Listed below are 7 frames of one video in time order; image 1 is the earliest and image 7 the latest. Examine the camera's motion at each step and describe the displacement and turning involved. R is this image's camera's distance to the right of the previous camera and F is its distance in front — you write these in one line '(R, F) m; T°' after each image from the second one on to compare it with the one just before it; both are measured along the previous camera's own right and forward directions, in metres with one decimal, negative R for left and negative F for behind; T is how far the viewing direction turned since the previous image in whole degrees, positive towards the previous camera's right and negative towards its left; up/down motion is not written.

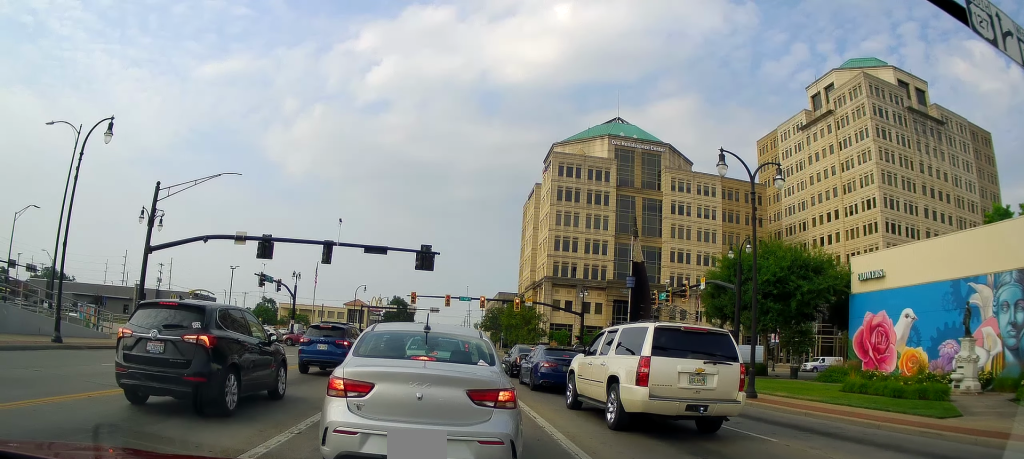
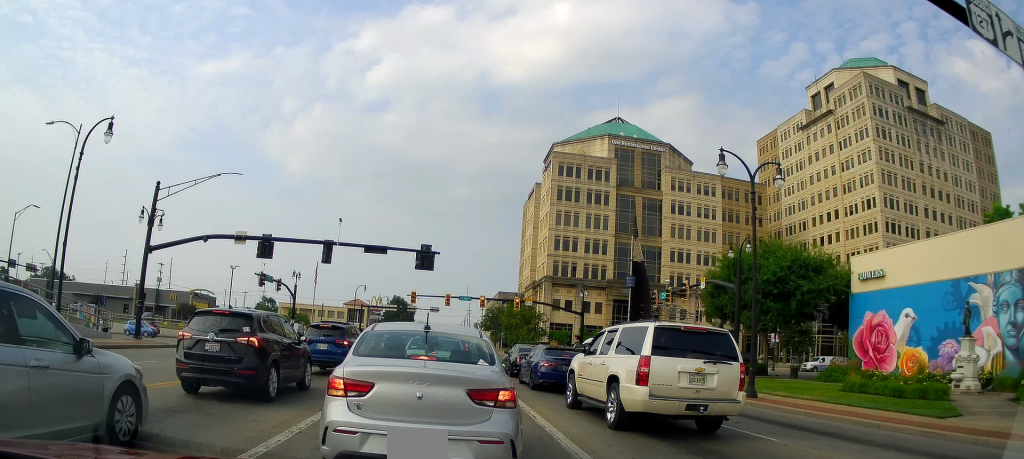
(0.0, 0.0) m; 0°
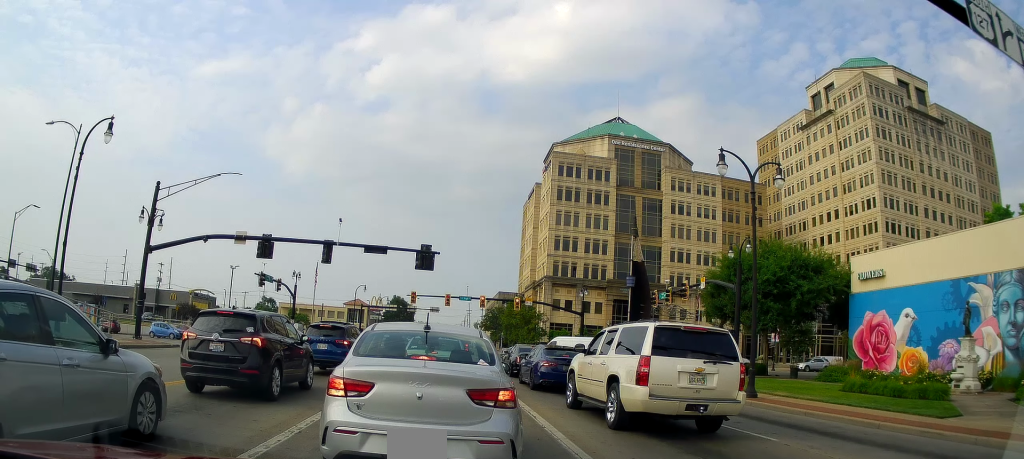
(0.0, 0.0) m; 0°
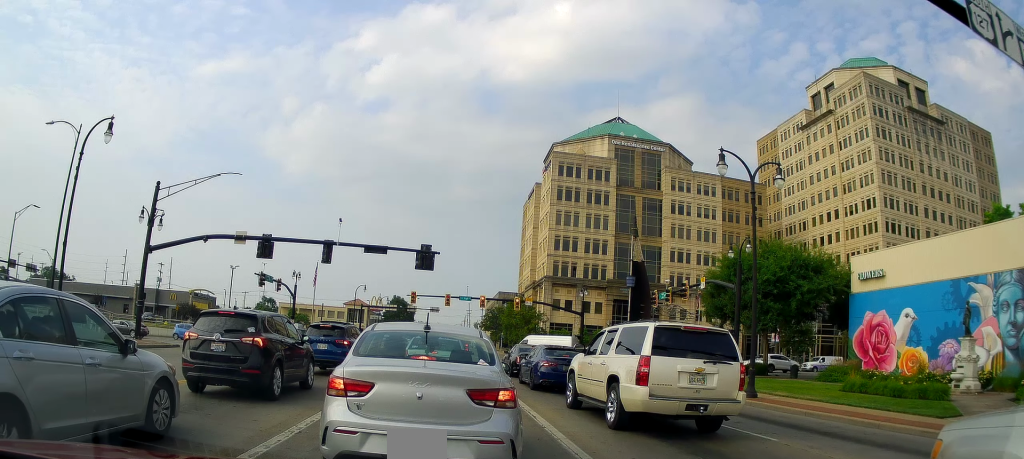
(0.0, 0.0) m; 0°
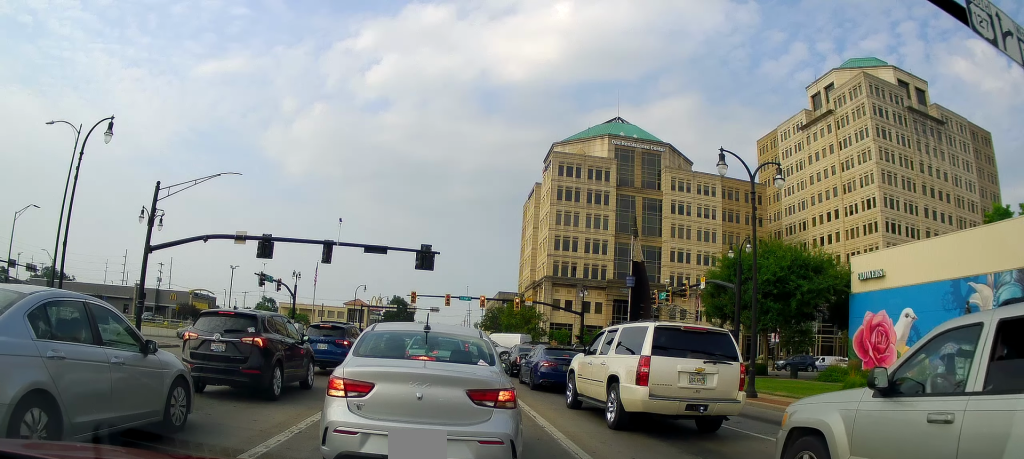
(0.0, 0.0) m; 0°
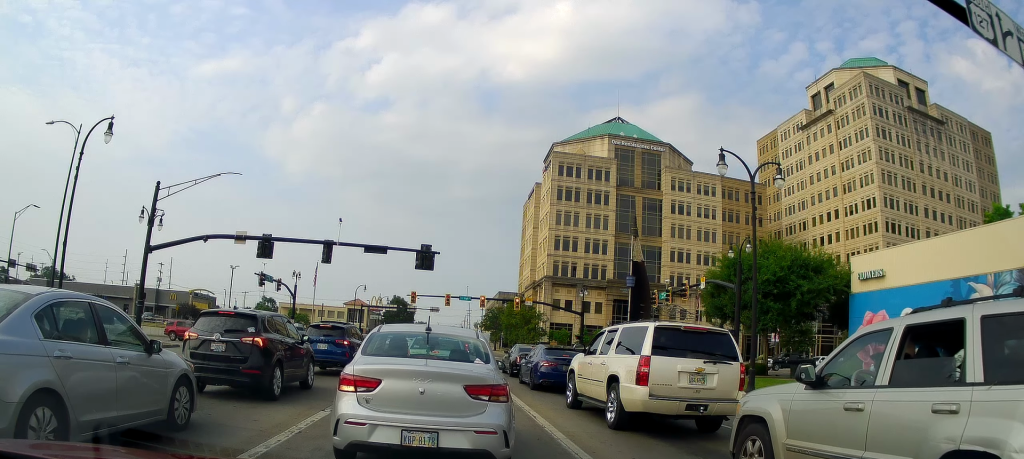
(0.0, 0.0) m; 0°
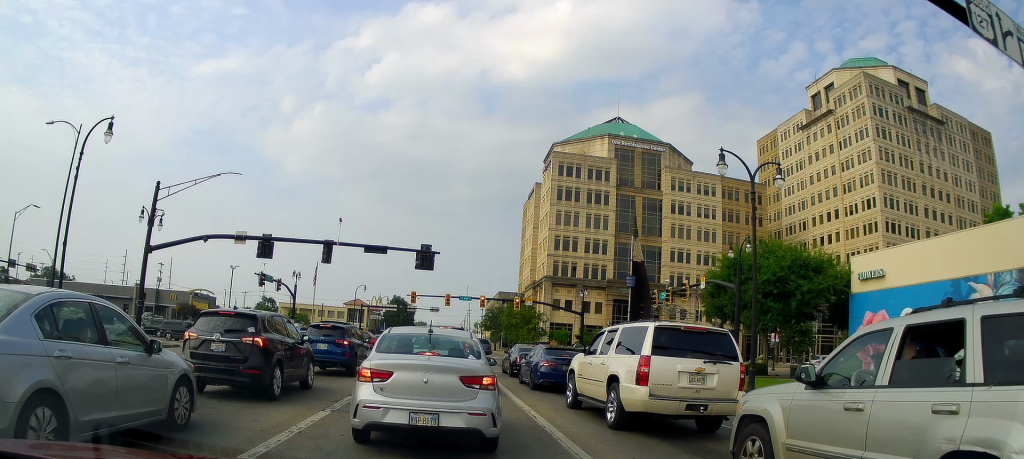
(0.0, 0.0) m; 0°
